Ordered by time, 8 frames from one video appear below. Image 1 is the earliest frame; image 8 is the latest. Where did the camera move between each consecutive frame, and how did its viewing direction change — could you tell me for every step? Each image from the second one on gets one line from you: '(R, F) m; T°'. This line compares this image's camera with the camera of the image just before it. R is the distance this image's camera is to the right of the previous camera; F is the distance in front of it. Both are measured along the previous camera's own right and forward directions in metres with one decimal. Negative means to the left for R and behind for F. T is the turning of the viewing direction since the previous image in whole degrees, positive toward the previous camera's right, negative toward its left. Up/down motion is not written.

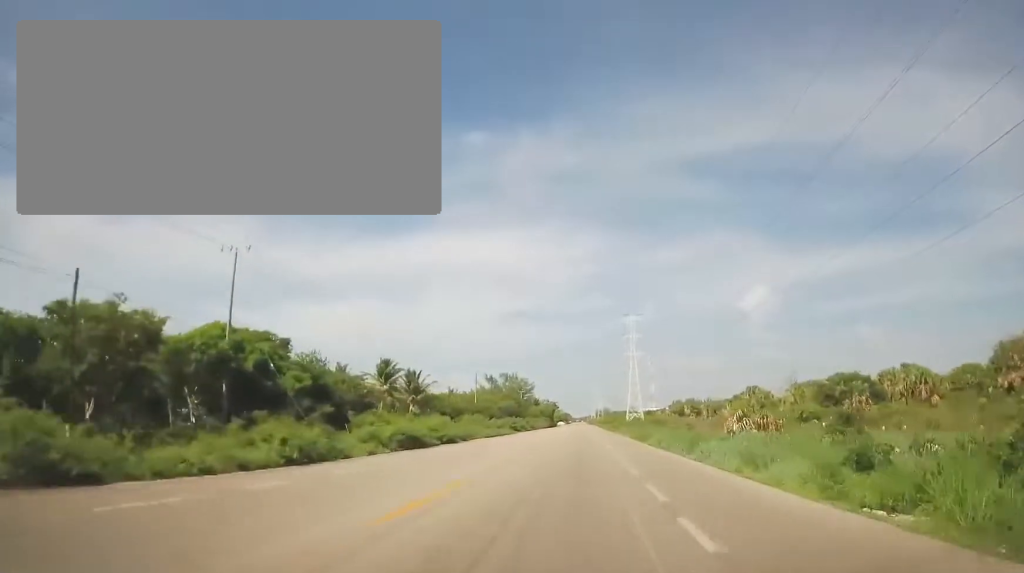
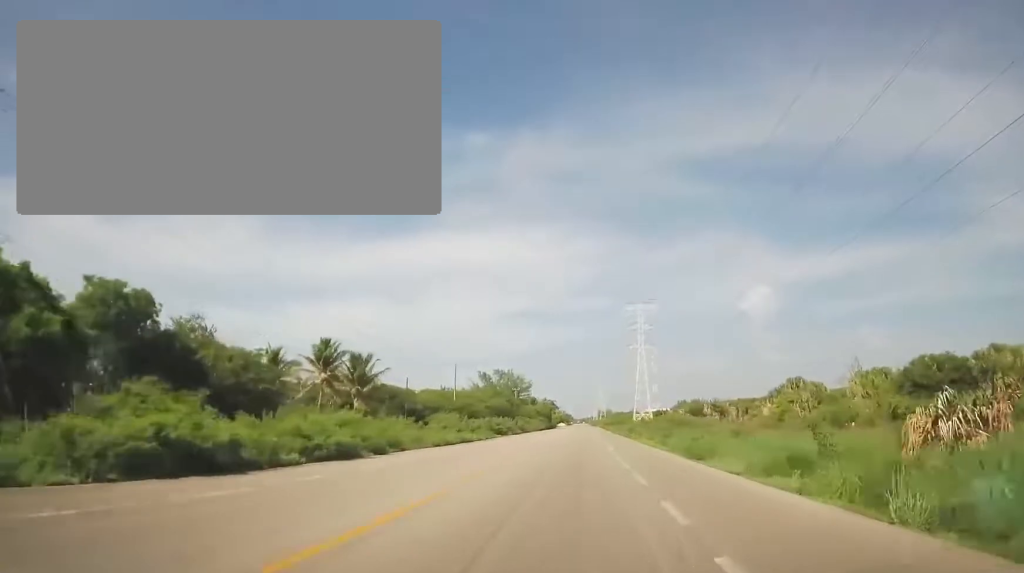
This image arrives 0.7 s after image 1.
(0.0, +19.2) m; 0°
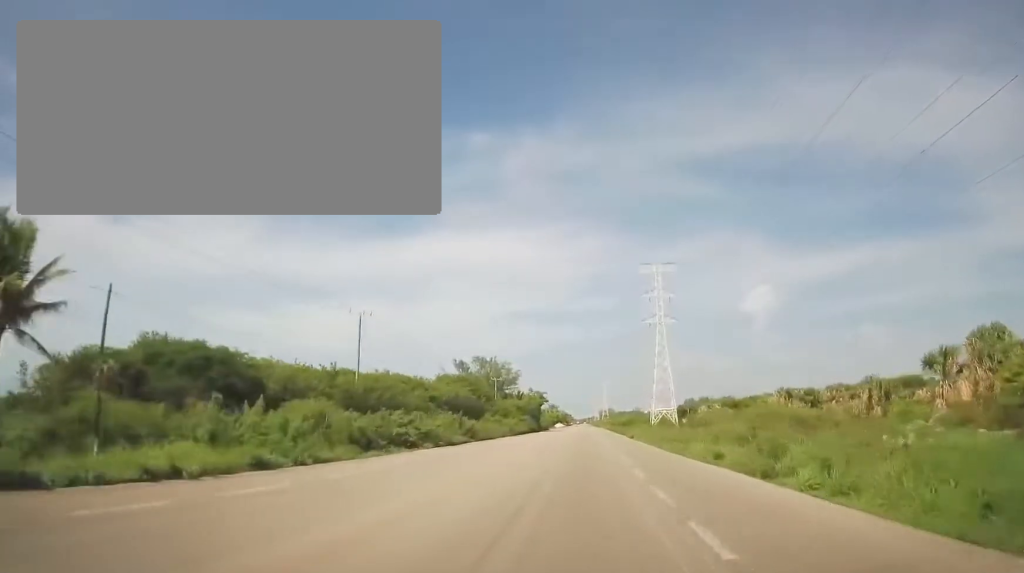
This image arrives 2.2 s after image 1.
(-0.2, +39.7) m; 0°
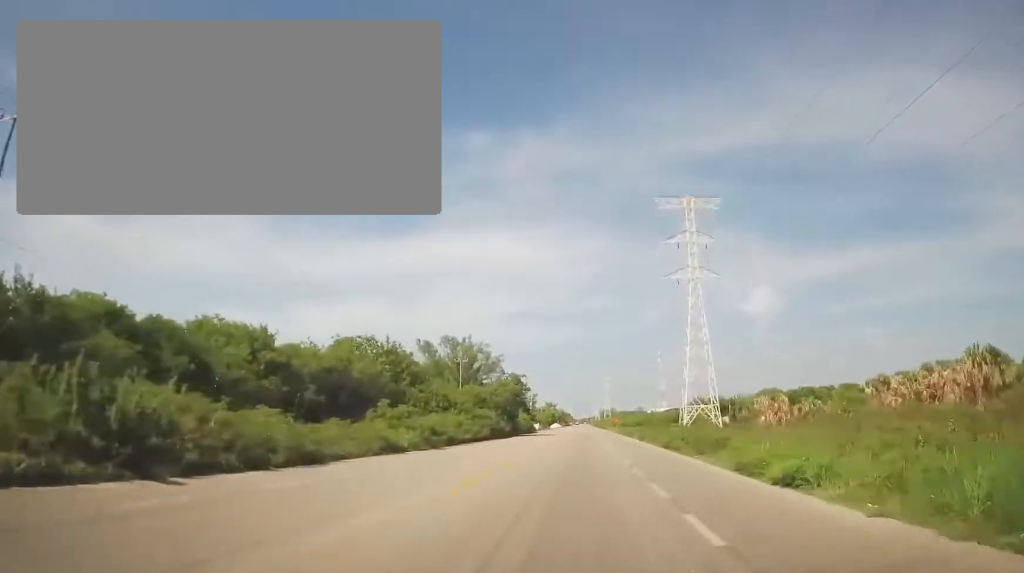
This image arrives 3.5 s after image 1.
(+0.4, +36.8) m; +2°
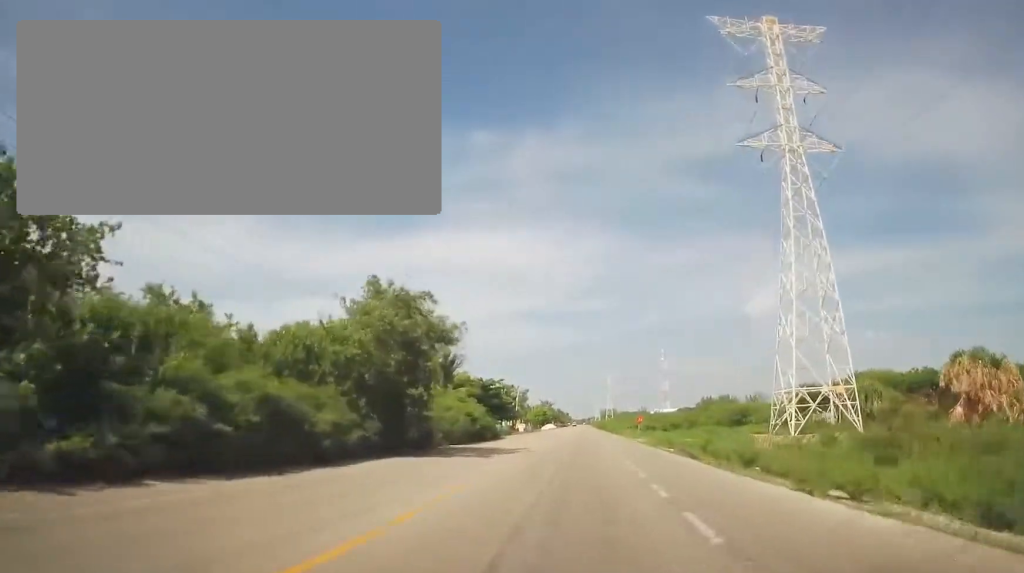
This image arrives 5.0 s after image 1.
(0.0, +41.5) m; -1°
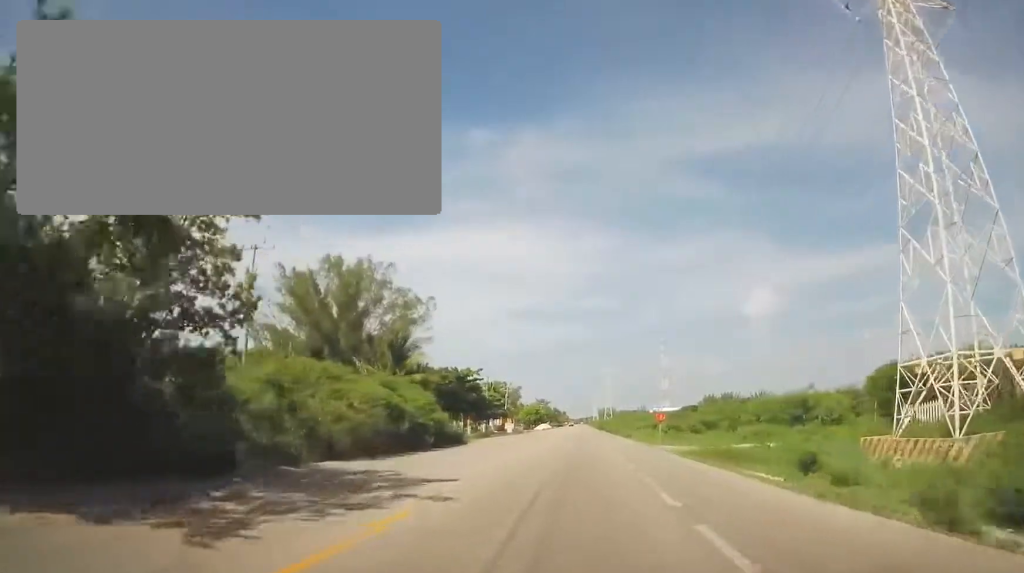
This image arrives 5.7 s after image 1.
(0.0, +18.2) m; 0°
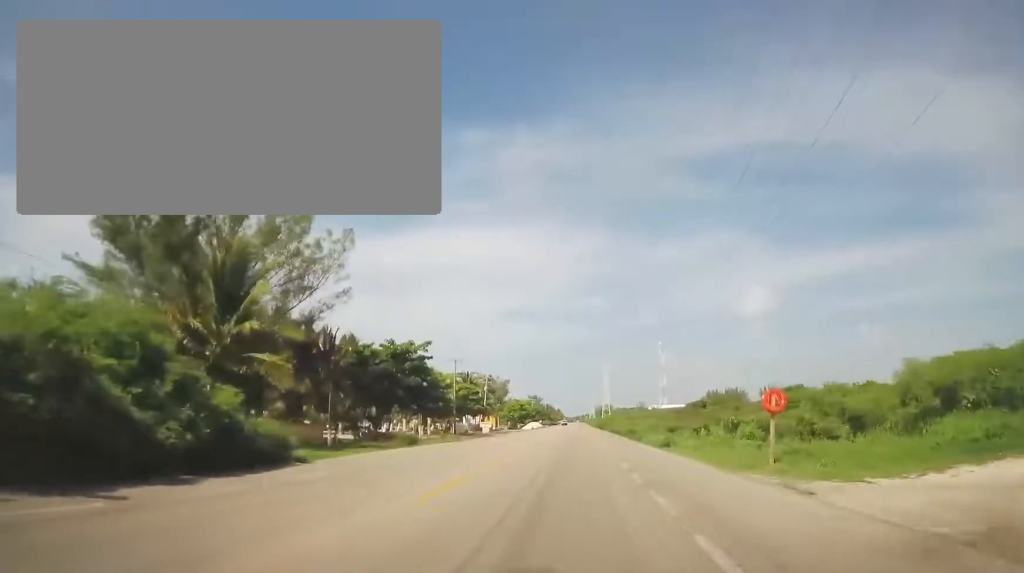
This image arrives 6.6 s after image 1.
(+0.1, +25.9) m; 0°
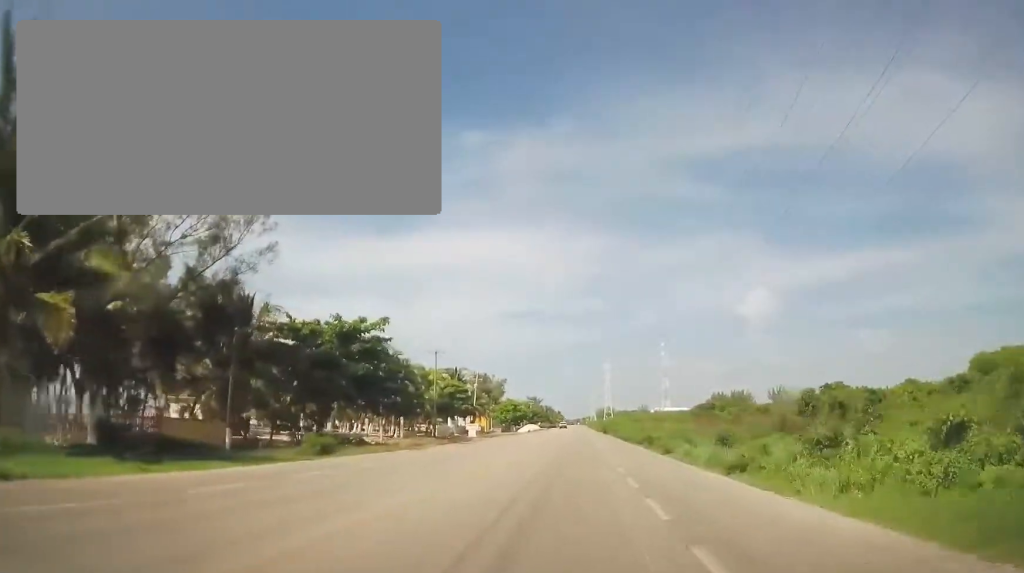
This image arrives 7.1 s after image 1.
(-0.2, +13.1) m; 0°
